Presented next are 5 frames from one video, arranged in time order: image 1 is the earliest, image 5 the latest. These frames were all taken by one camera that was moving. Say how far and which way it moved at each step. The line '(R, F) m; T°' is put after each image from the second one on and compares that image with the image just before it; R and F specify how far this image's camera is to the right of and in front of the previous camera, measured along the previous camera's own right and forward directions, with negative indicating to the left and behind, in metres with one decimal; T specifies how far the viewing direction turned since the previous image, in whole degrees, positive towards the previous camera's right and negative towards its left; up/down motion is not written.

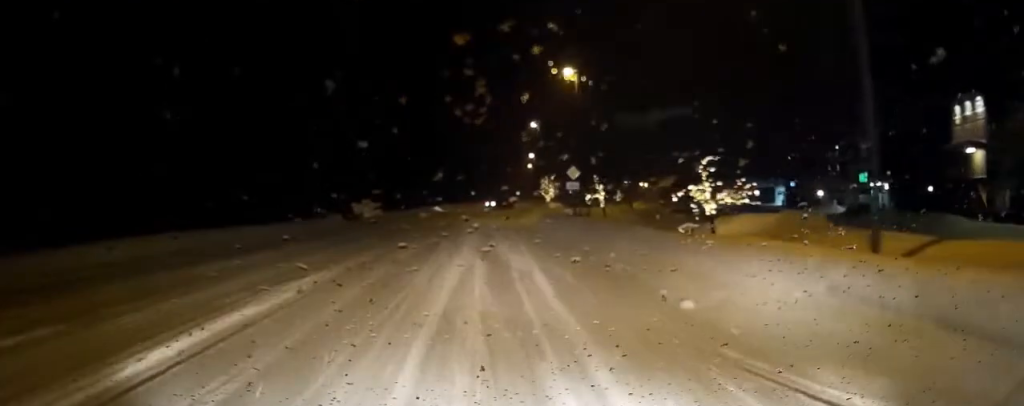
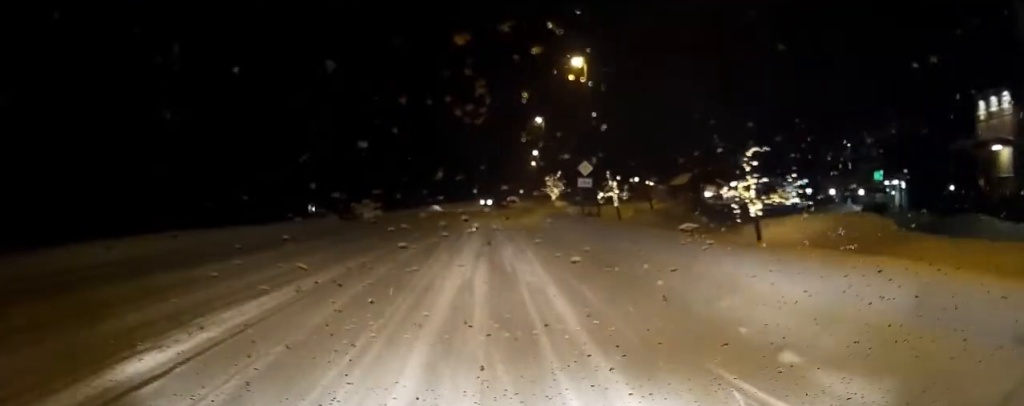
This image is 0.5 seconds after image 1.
(-0.1, +2.4) m; -2°
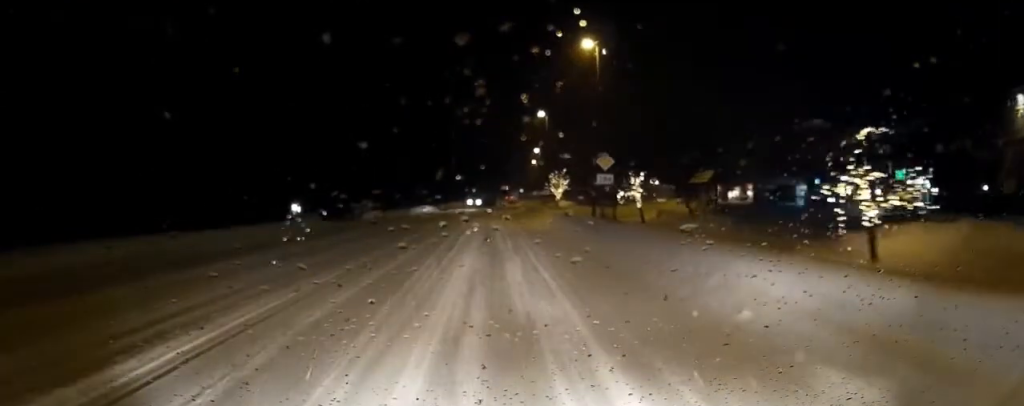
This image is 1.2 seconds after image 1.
(0.0, +4.3) m; -1°
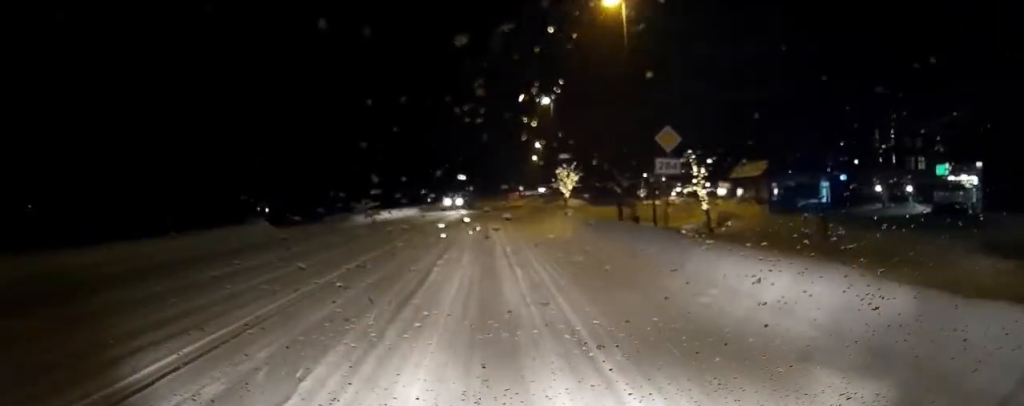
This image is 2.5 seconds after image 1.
(-0.1, +7.8) m; -2°
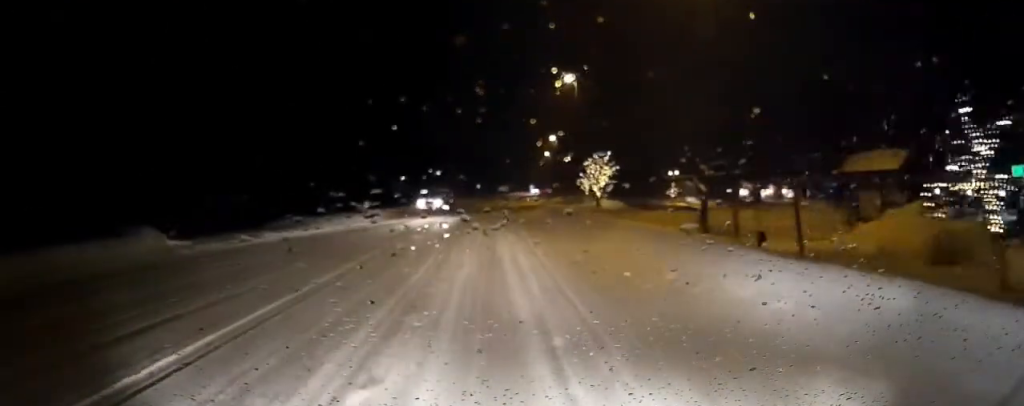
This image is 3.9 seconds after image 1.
(-0.1, +10.8) m; 0°
